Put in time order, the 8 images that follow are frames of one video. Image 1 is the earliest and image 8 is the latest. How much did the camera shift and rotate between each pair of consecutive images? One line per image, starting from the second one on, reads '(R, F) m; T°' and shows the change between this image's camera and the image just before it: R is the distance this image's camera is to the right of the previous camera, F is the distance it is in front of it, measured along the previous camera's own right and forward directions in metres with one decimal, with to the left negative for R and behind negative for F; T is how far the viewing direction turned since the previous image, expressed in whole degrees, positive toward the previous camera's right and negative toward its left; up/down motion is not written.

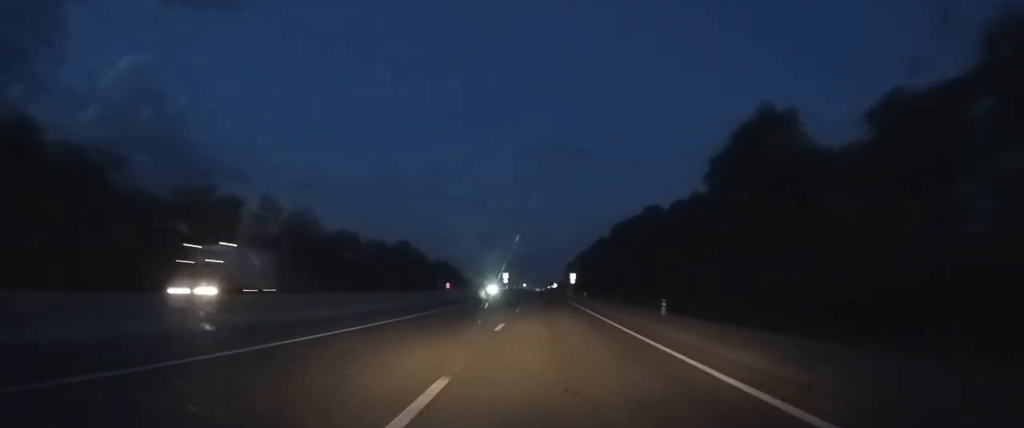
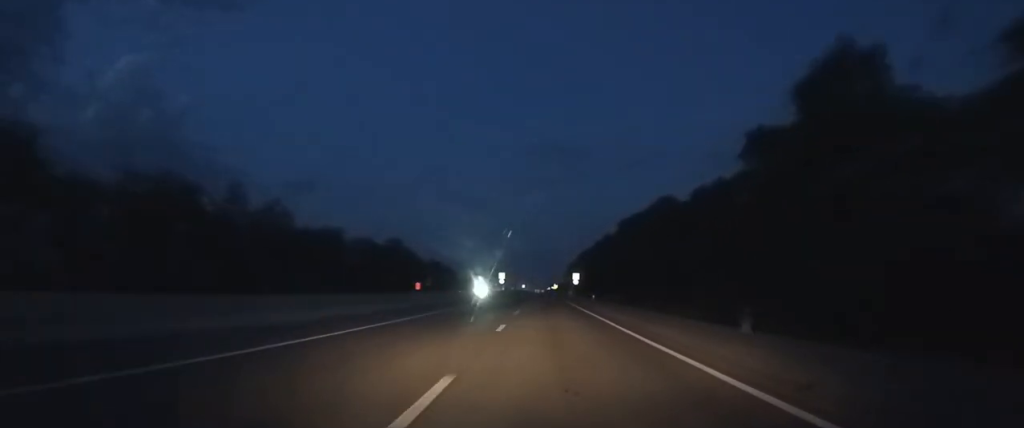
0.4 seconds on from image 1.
(0.0, +12.9) m; 0°
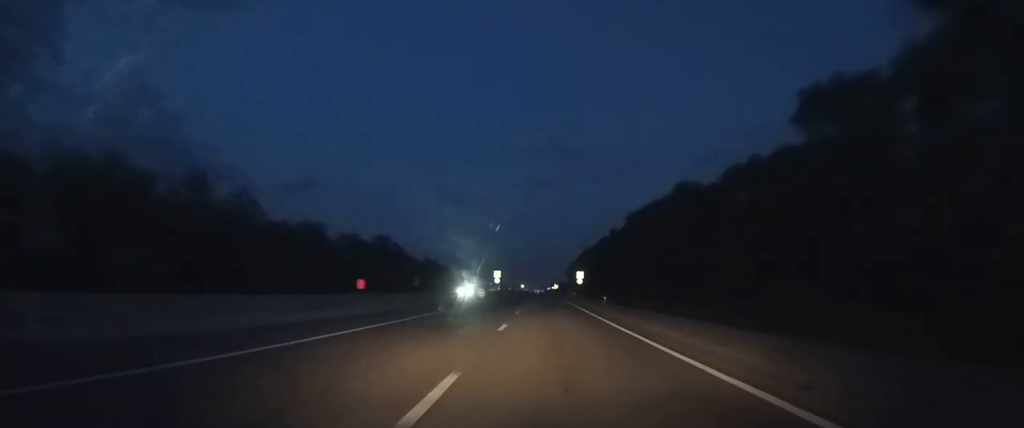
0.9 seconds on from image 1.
(0.0, +12.7) m; 0°
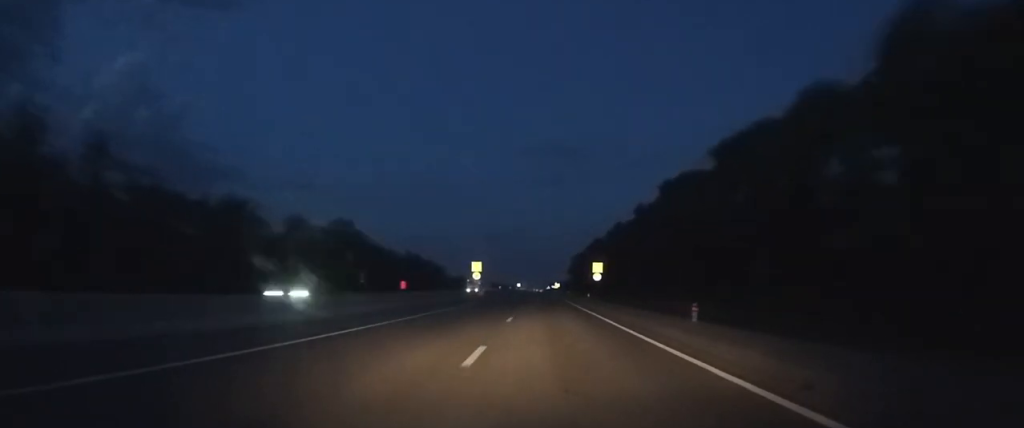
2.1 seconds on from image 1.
(0.0, +29.3) m; 0°
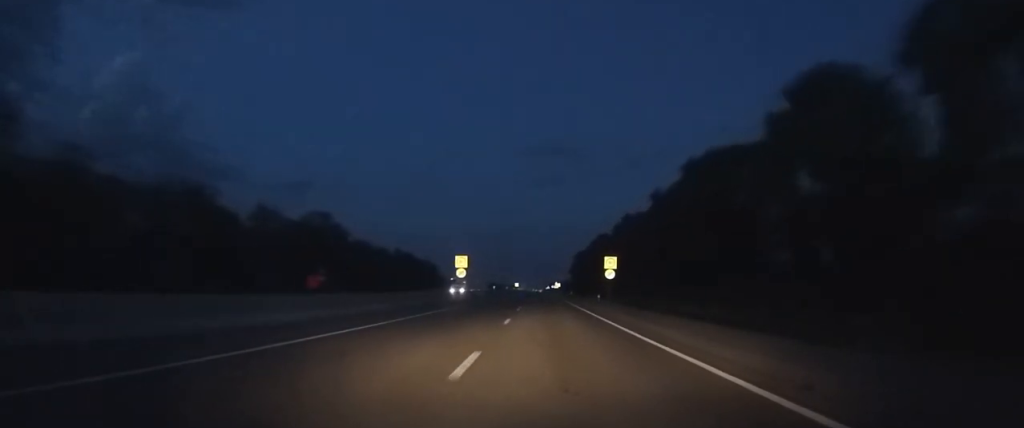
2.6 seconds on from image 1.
(0.0, +11.0) m; 0°
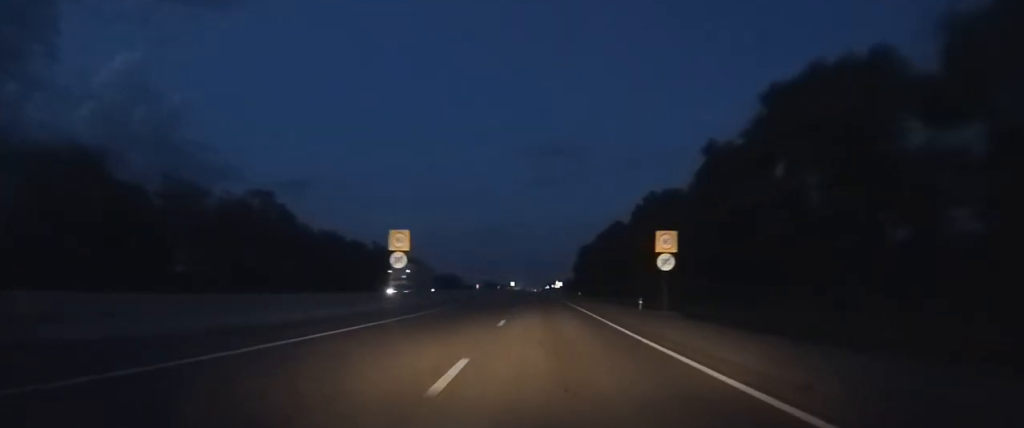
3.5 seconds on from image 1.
(+0.1, +22.7) m; 0°
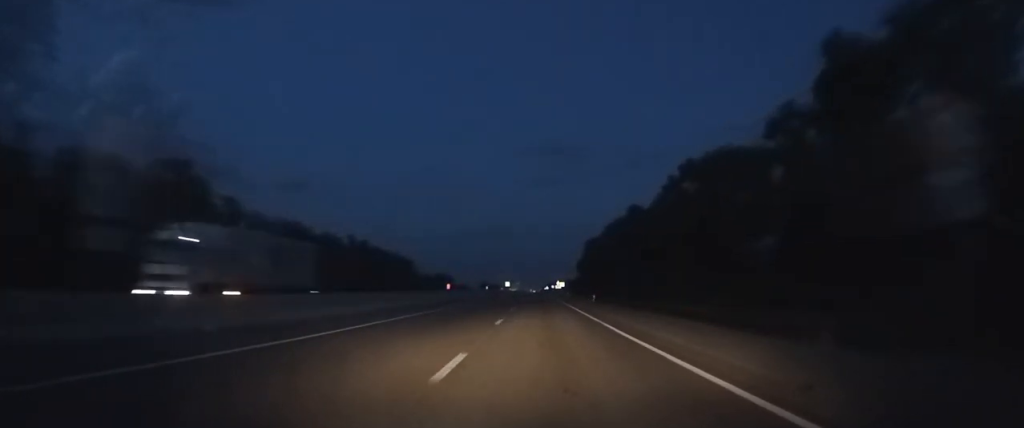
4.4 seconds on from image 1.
(0.0, +22.9) m; 0°
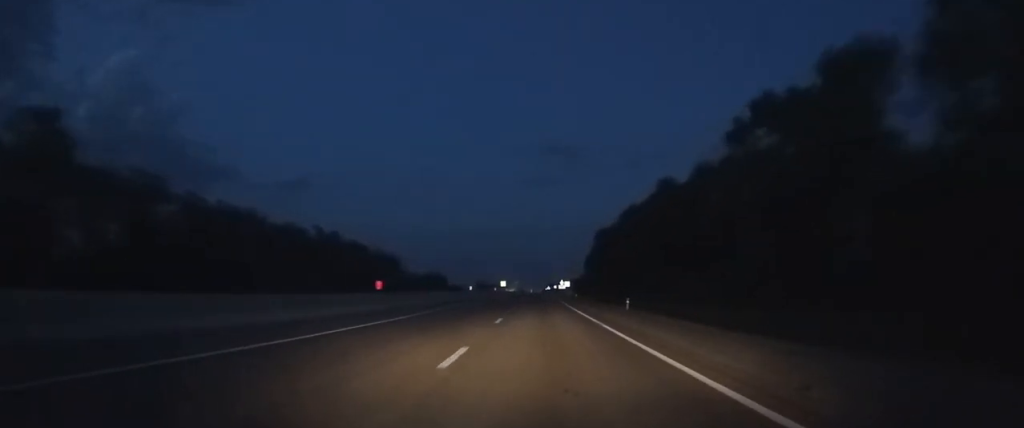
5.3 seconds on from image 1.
(0.0, +22.6) m; 0°
